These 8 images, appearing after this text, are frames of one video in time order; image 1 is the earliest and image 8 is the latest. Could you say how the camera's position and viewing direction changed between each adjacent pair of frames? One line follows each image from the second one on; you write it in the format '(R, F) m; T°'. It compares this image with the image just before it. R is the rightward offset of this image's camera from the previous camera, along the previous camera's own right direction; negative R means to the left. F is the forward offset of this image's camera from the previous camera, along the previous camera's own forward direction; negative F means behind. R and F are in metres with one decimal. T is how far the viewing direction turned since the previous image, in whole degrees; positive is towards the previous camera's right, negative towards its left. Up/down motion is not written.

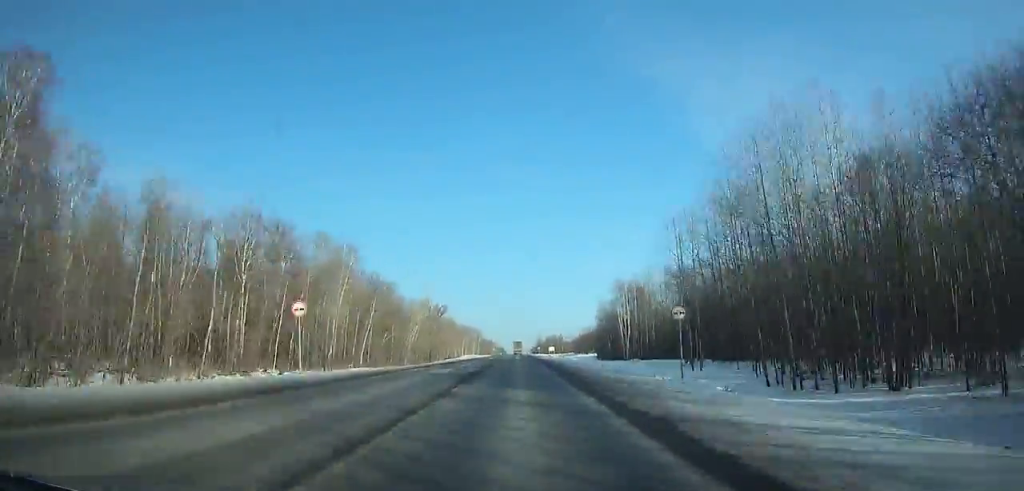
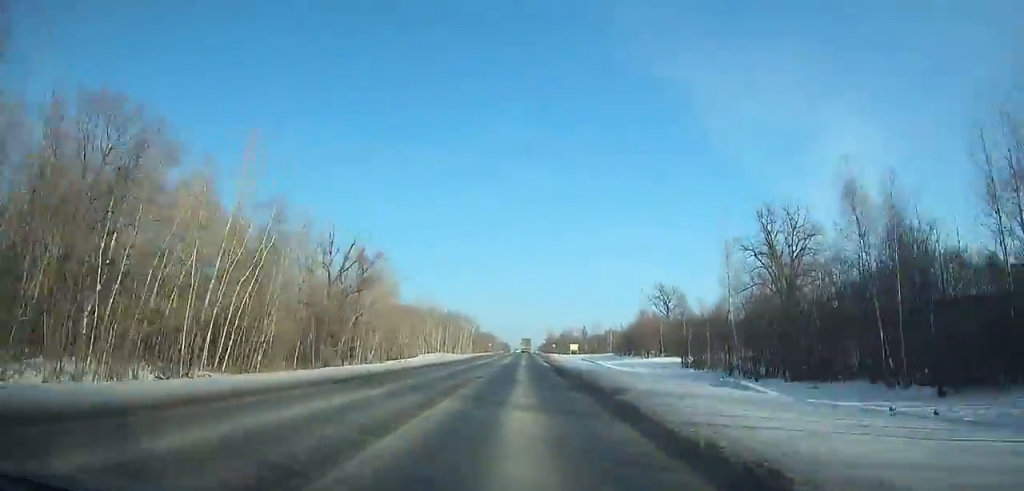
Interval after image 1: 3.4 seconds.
(+0.2, +75.8) m; 0°
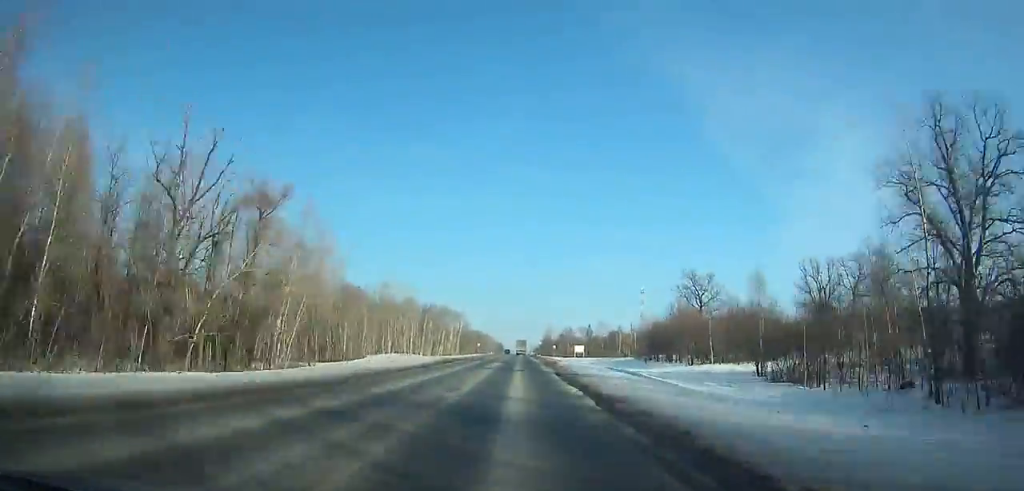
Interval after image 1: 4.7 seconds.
(+0.1, +28.7) m; 0°
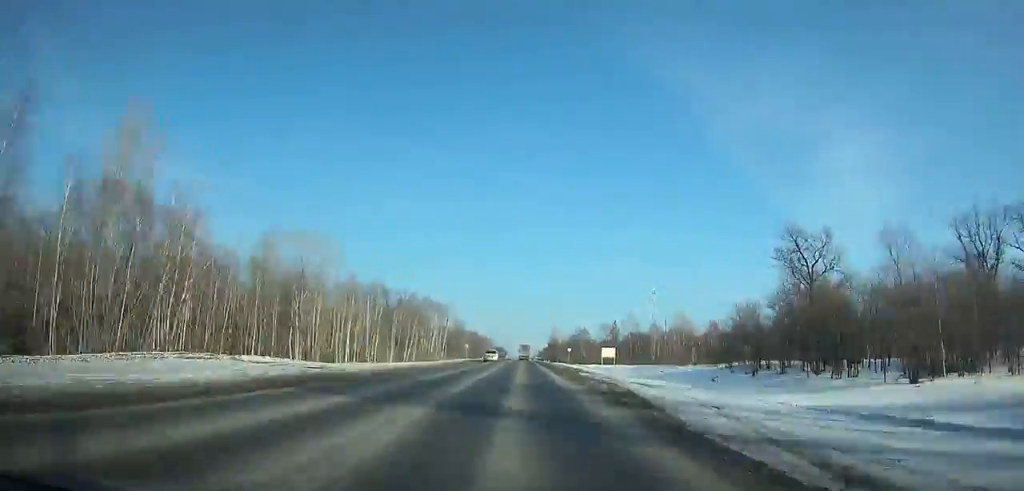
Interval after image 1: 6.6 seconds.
(0.0, +41.7) m; 0°
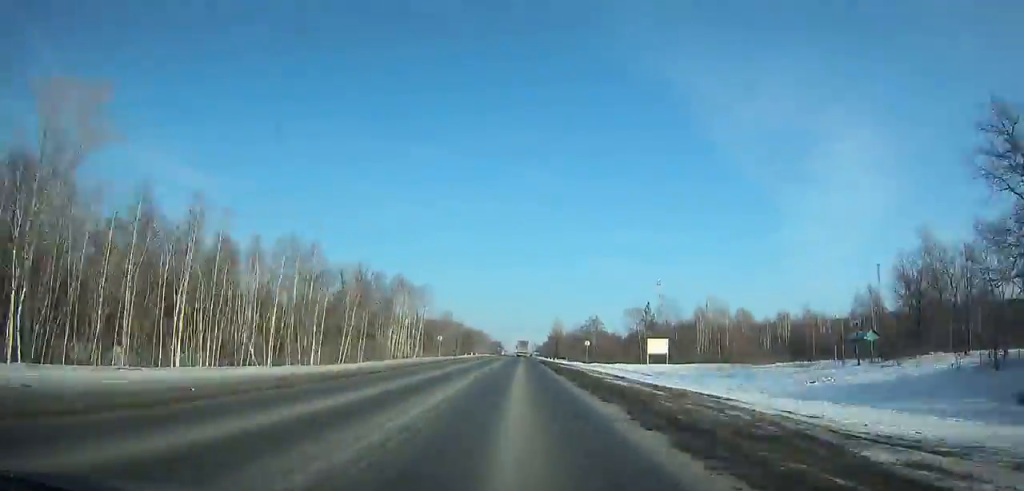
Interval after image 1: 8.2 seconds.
(-0.1, +34.9) m; 0°
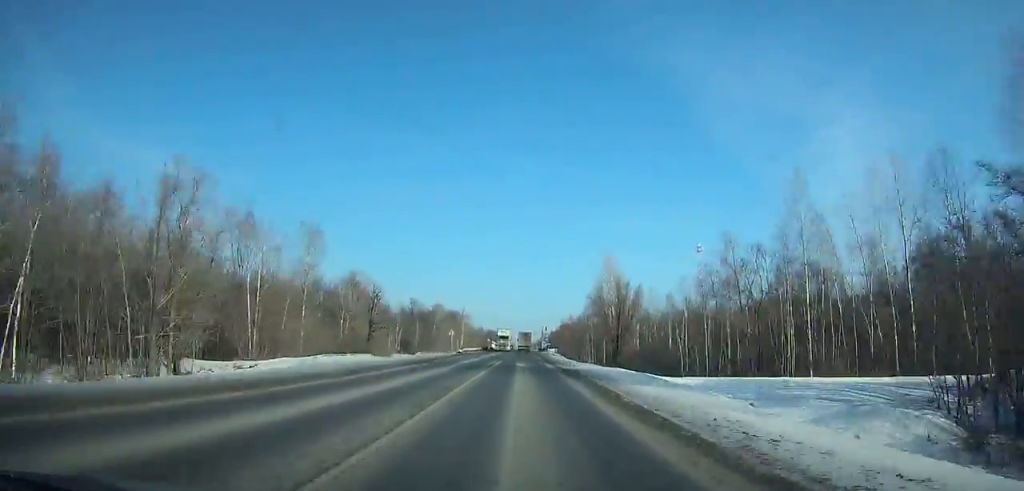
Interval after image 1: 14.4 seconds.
(+0.4, +133.5) m; 0°
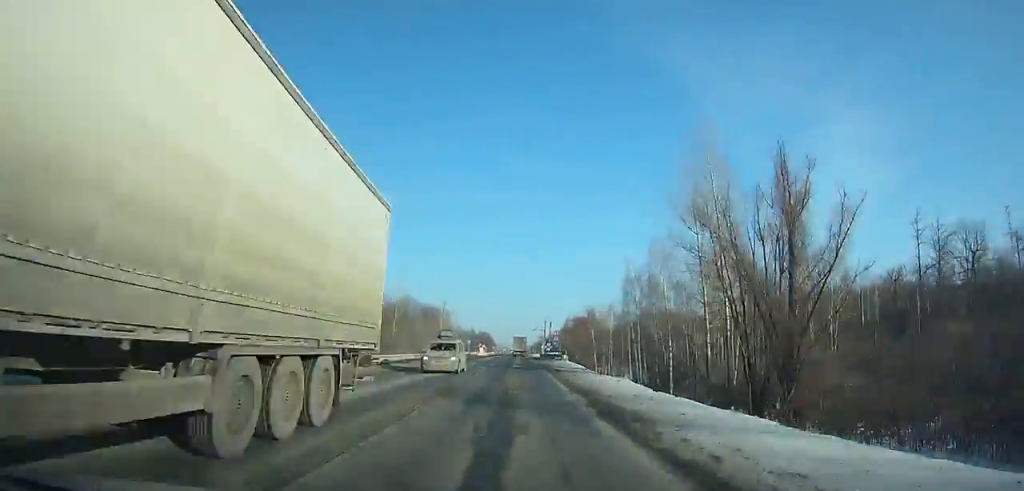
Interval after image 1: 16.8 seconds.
(0.0, +50.9) m; 0°
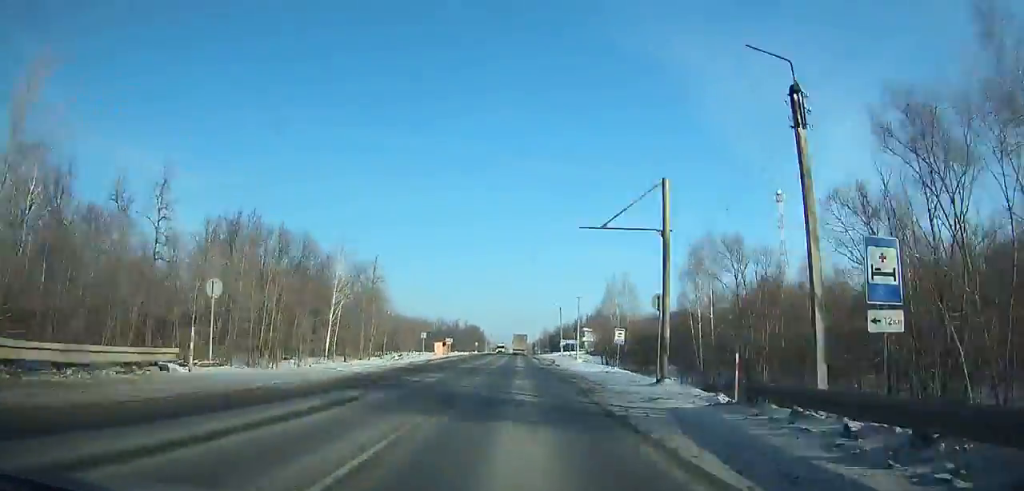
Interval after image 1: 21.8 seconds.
(-0.1, +105.7) m; 0°
